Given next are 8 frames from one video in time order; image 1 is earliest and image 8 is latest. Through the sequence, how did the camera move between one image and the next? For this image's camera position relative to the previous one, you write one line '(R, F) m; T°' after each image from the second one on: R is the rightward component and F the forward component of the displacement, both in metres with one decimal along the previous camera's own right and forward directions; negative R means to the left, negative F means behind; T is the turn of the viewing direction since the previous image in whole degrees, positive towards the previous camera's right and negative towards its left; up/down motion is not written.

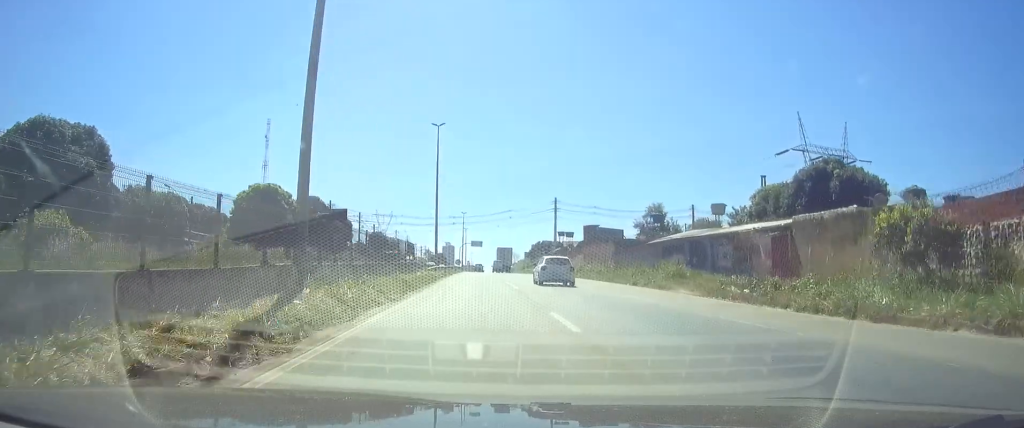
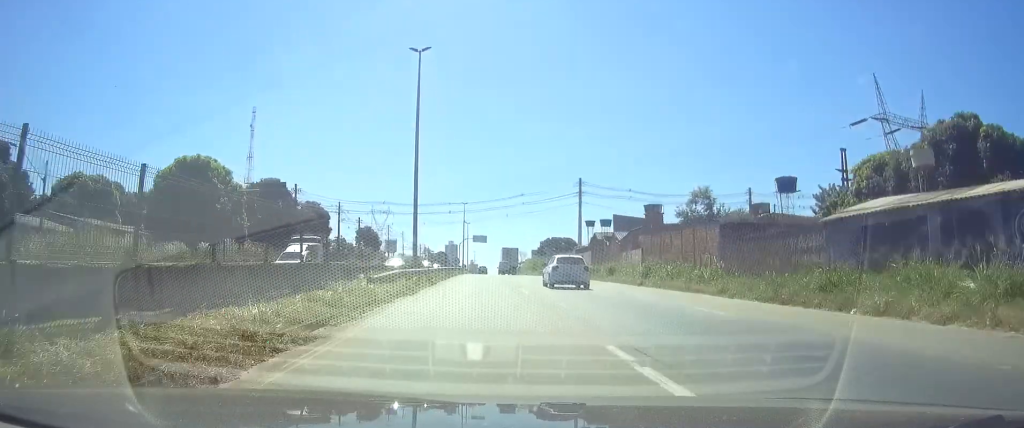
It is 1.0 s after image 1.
(-0.1, +24.8) m; 0°
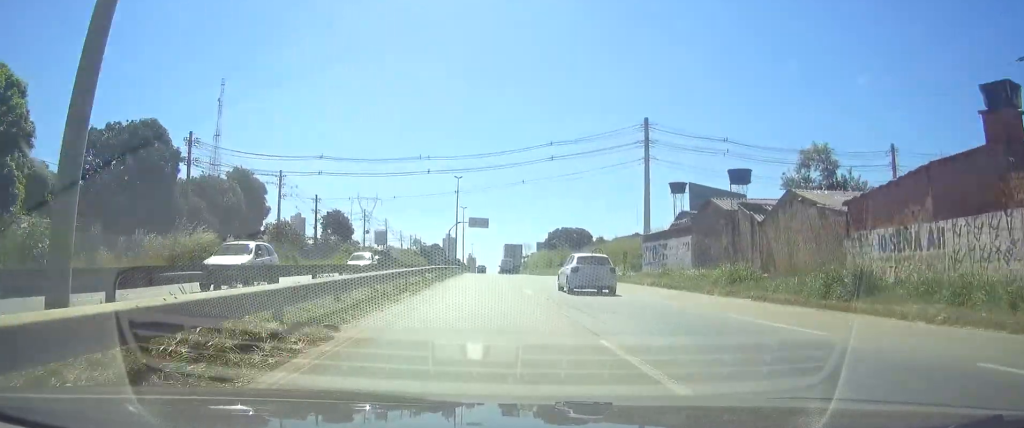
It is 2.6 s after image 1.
(0.0, +36.5) m; 0°
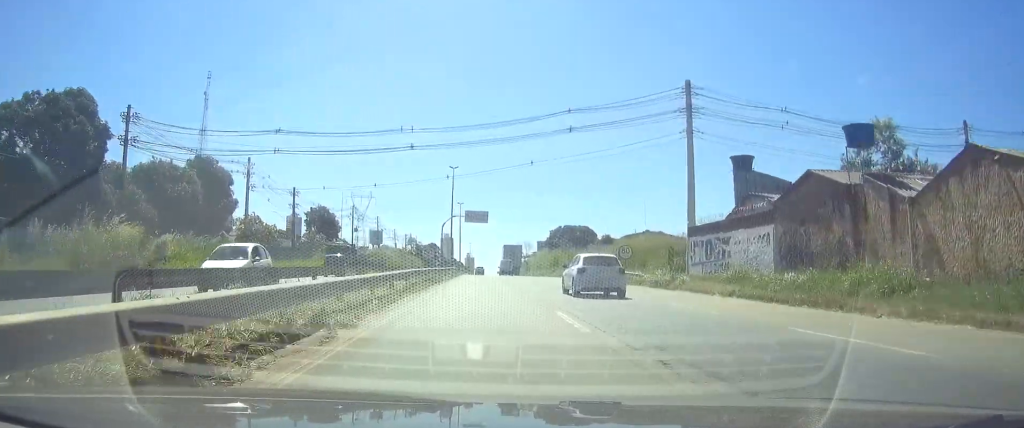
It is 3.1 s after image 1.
(0.0, +11.8) m; 0°
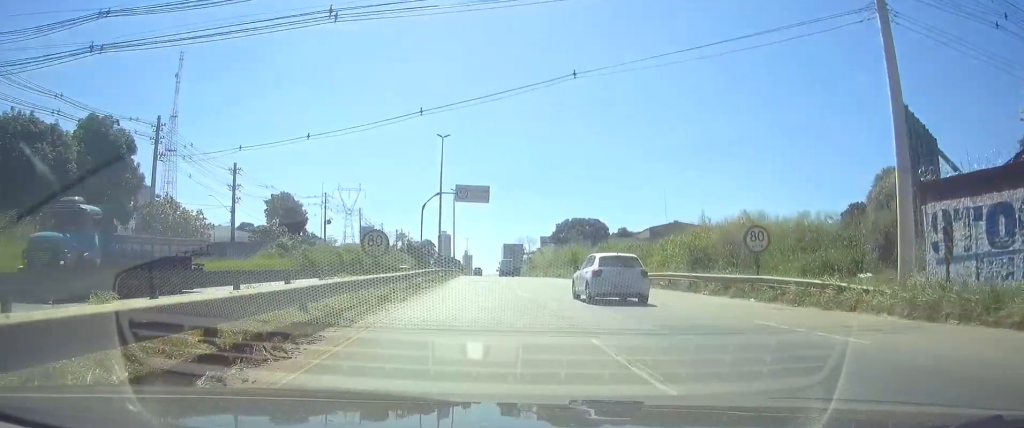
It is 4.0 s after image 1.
(0.0, +22.7) m; 0°
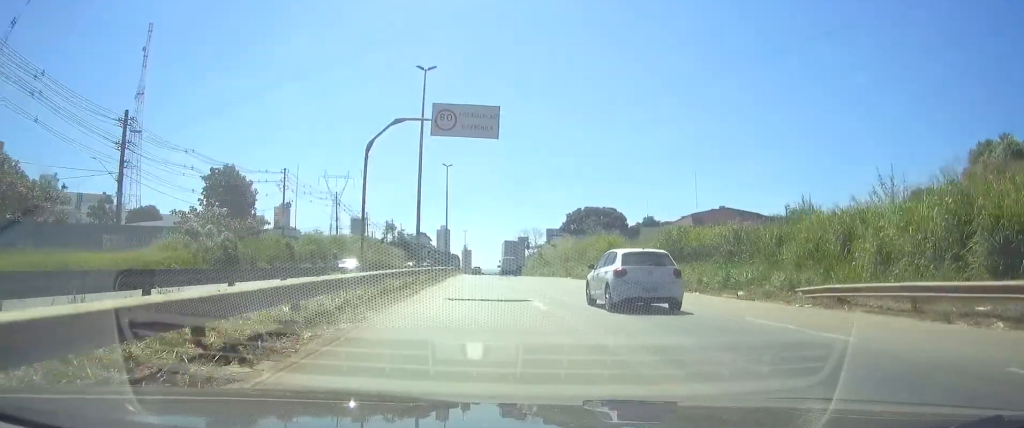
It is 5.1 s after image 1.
(+0.2, +24.1) m; 0°
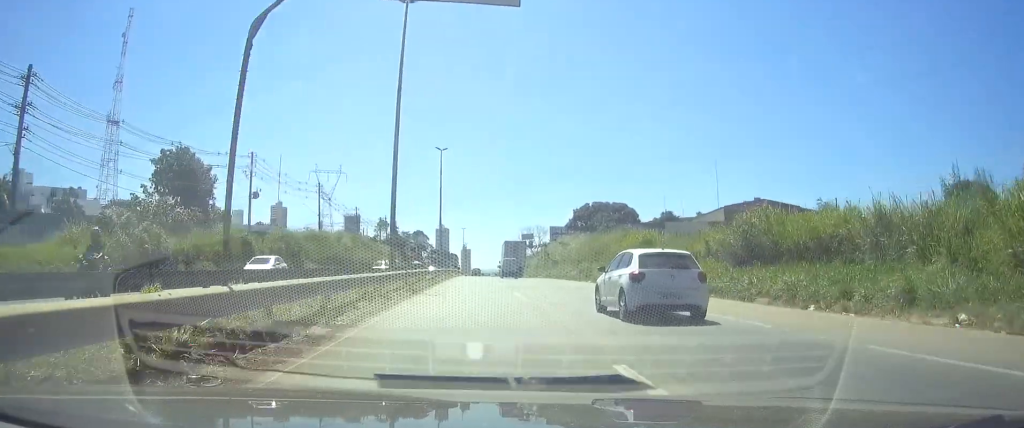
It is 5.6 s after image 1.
(0.0, +13.3) m; 0°
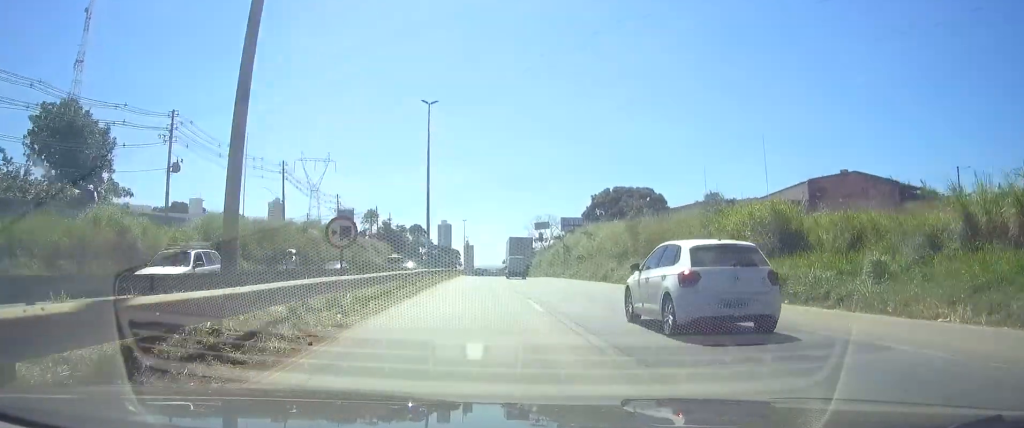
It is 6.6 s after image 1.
(0.0, +21.9) m; 0°
